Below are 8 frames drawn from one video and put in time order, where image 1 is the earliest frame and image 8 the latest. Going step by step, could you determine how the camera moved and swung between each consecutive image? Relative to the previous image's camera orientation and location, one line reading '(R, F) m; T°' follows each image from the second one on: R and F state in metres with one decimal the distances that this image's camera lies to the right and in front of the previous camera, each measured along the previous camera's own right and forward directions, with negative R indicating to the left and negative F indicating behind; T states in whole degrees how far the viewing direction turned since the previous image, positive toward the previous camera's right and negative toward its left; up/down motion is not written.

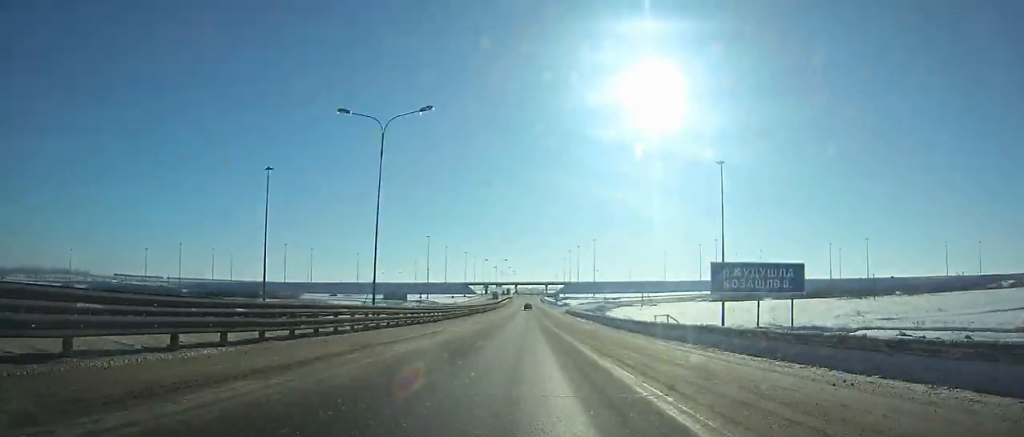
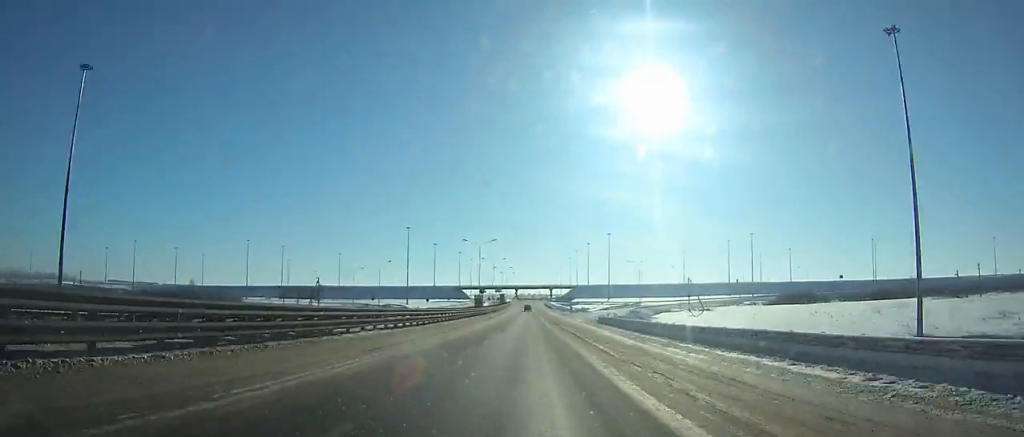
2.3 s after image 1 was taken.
(+0.1, +51.9) m; 0°
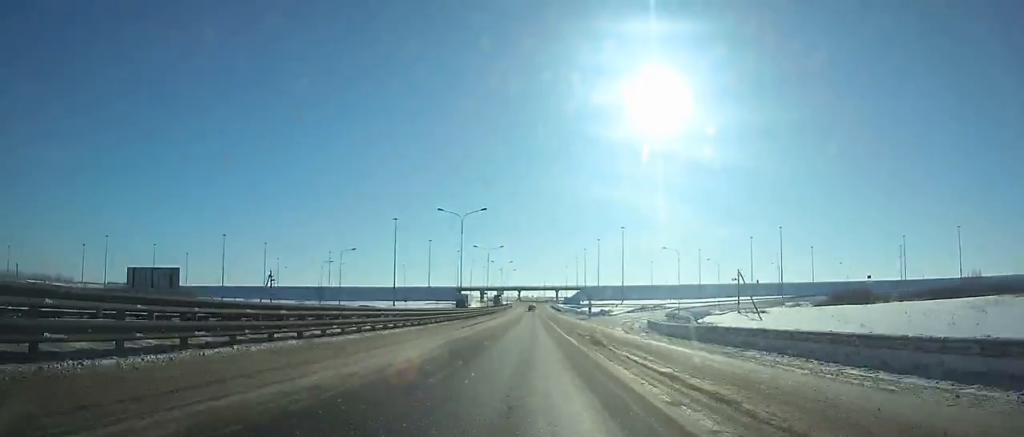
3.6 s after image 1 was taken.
(0.0, +29.4) m; 0°
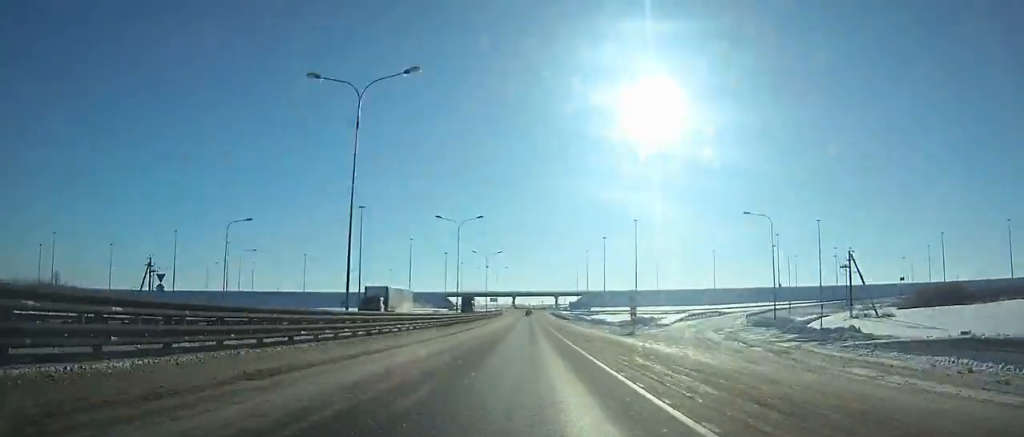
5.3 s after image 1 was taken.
(-0.1, +38.2) m; 0°
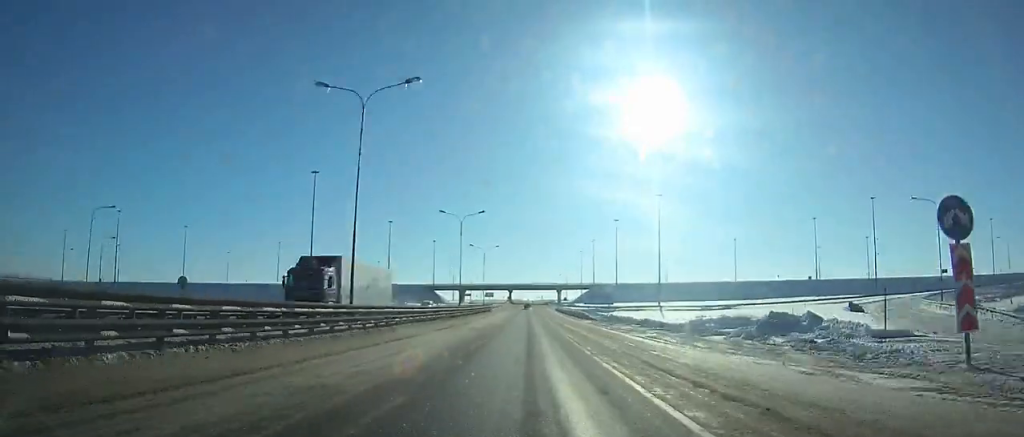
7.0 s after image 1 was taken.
(-0.1, +38.2) m; 0°
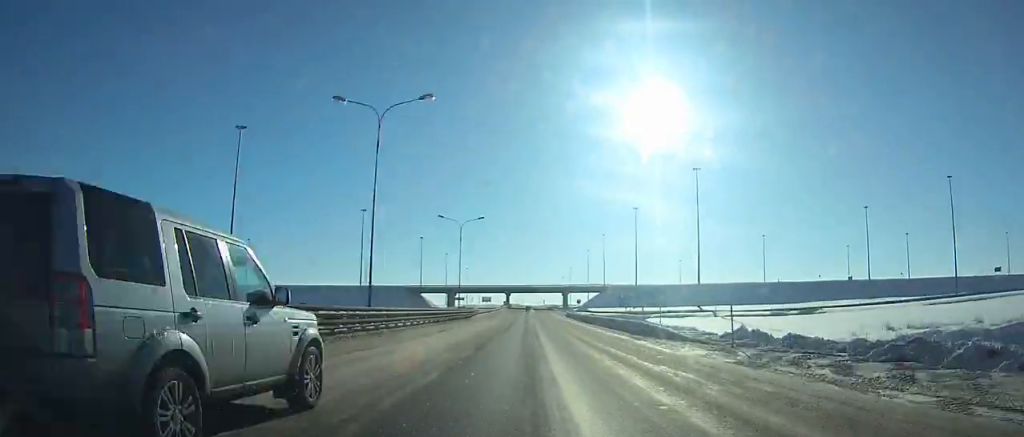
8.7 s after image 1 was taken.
(0.0, +38.2) m; 0°
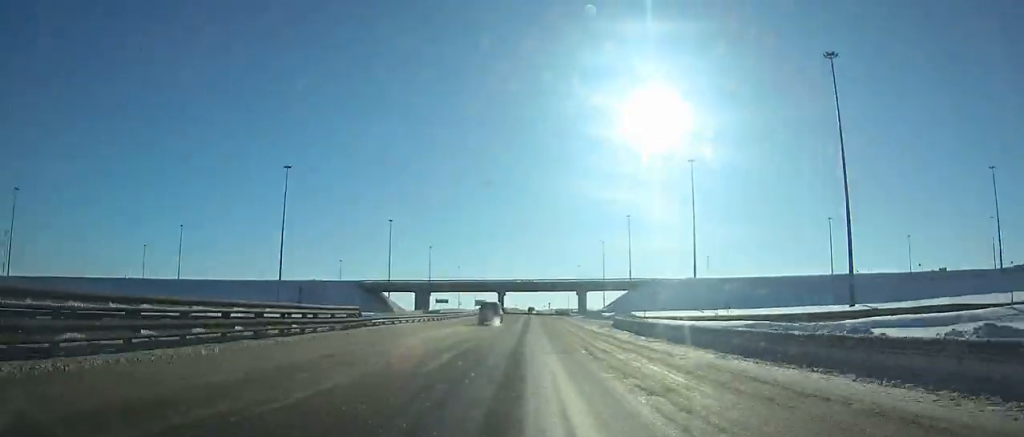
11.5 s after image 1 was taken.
(-0.1, +62.8) m; 0°
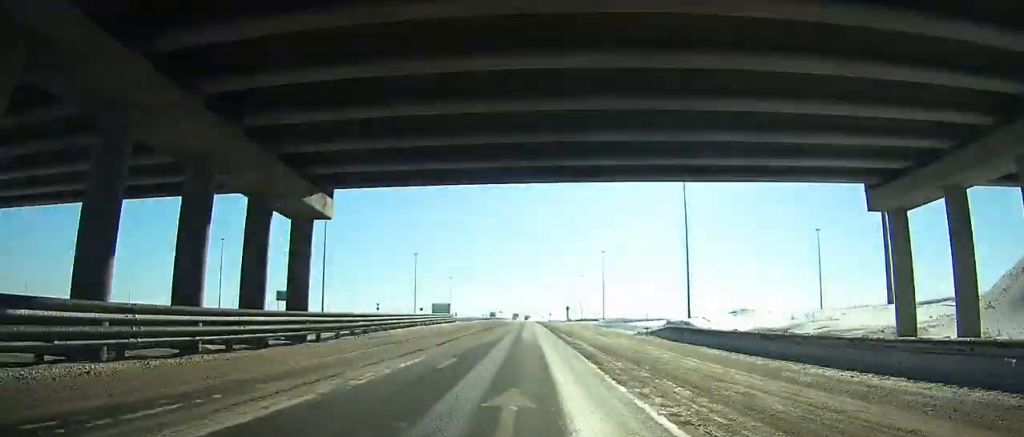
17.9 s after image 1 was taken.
(-0.2, +144.3) m; 0°
